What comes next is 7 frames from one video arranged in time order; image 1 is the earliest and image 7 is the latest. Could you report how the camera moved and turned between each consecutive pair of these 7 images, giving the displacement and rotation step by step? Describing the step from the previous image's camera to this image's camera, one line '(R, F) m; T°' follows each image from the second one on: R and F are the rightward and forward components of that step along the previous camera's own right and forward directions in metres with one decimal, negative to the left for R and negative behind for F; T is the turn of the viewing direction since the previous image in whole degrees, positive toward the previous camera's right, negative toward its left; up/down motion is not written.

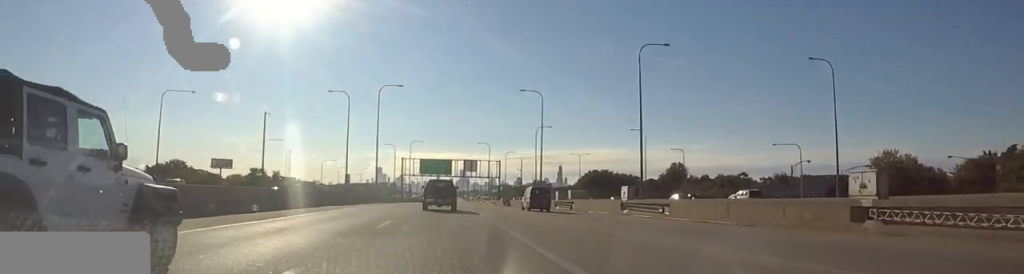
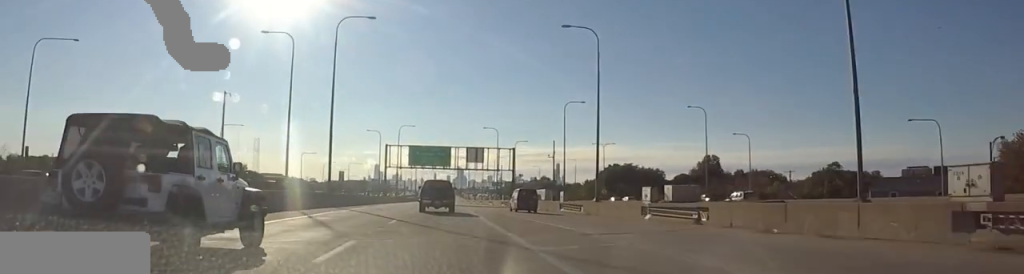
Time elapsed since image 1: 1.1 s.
(+0.3, +30.8) m; +1°
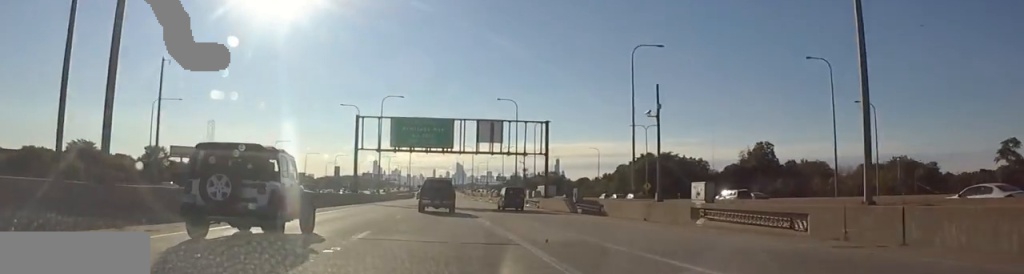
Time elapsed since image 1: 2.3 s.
(+0.5, +34.0) m; +1°
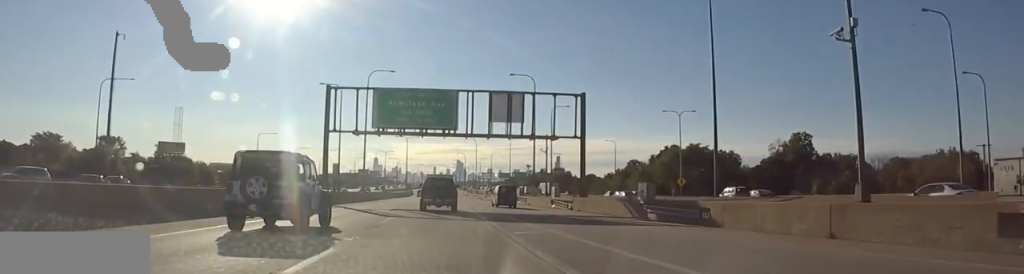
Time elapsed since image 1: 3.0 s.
(-0.2, +17.8) m; 0°
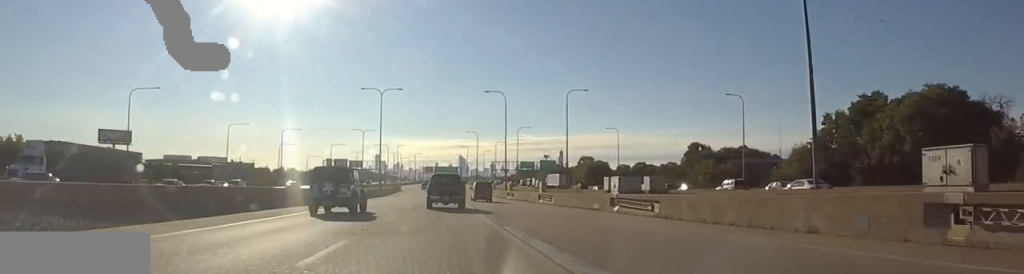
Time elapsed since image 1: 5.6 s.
(-1.6, +71.3) m; -3°
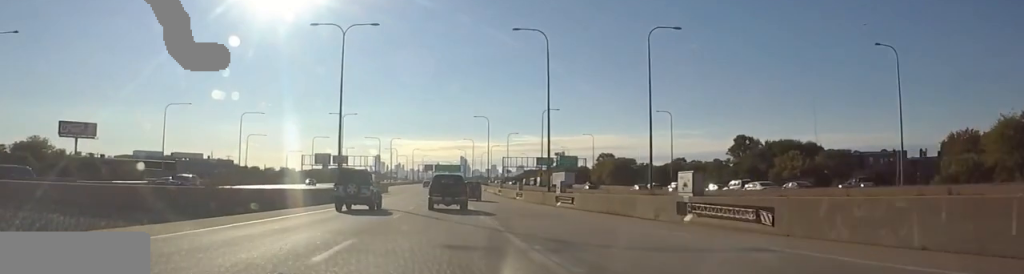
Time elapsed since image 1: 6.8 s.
(0.0, +35.5) m; +2°
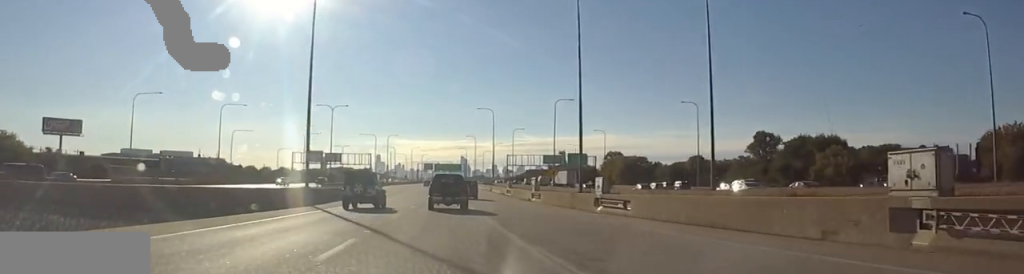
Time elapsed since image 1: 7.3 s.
(-0.3, +12.4) m; +2°
